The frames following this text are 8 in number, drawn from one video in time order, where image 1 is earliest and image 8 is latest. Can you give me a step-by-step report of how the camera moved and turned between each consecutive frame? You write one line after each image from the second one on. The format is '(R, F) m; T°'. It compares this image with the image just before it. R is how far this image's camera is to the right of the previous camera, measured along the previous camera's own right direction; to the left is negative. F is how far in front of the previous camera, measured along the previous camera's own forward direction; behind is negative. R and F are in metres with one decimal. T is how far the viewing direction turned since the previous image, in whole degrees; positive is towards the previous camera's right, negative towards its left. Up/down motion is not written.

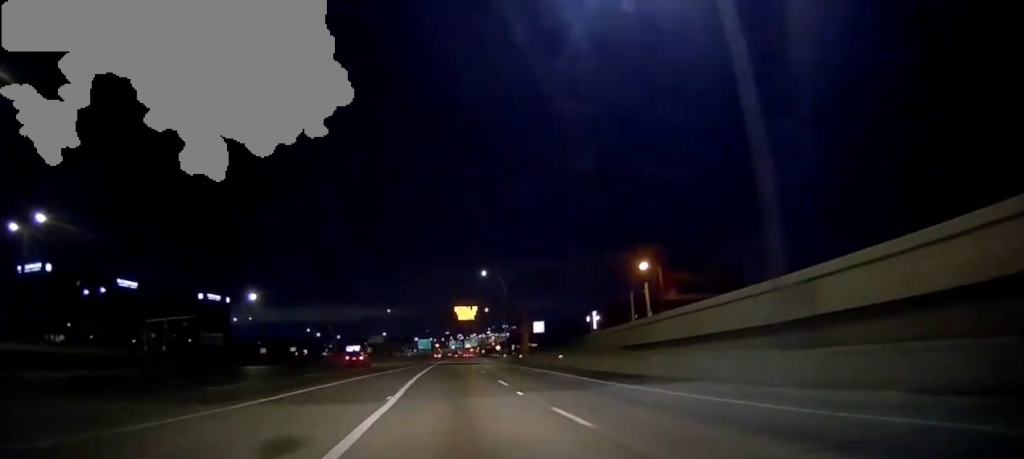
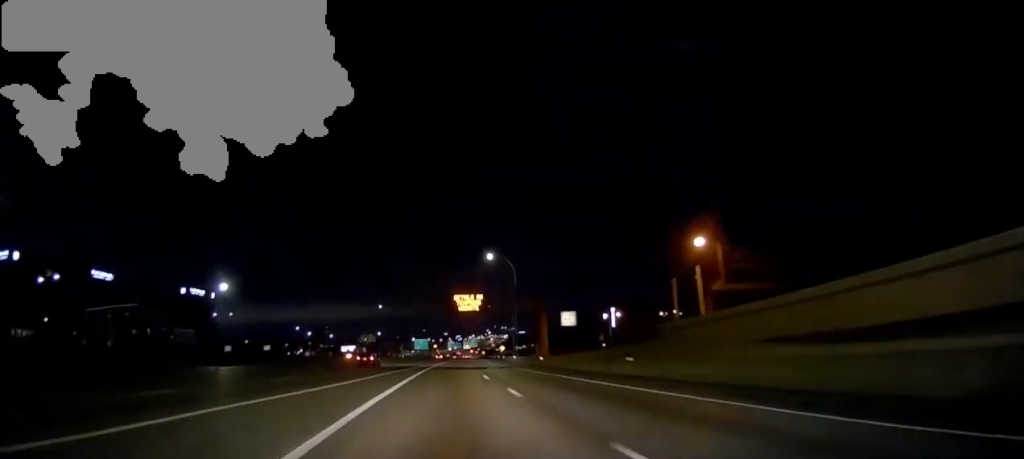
(+0.3, +17.5) m; +1°
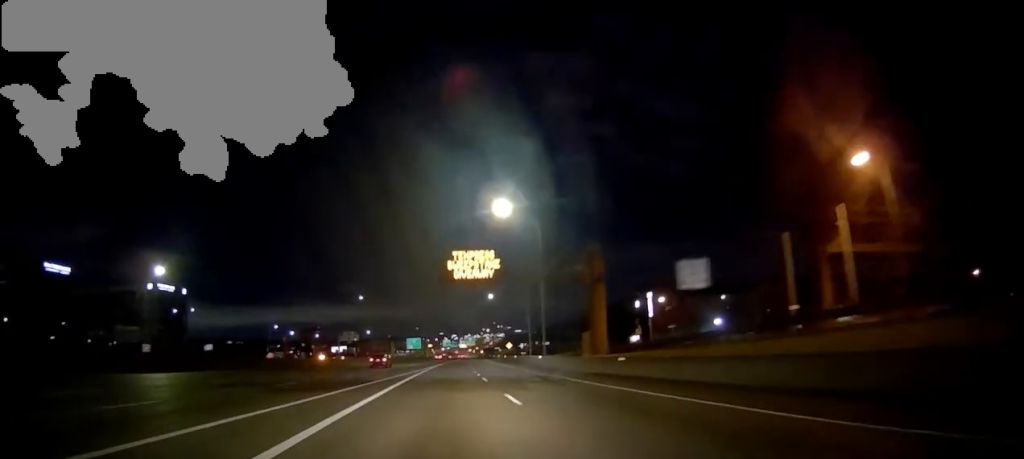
(+0.1, +26.6) m; -1°
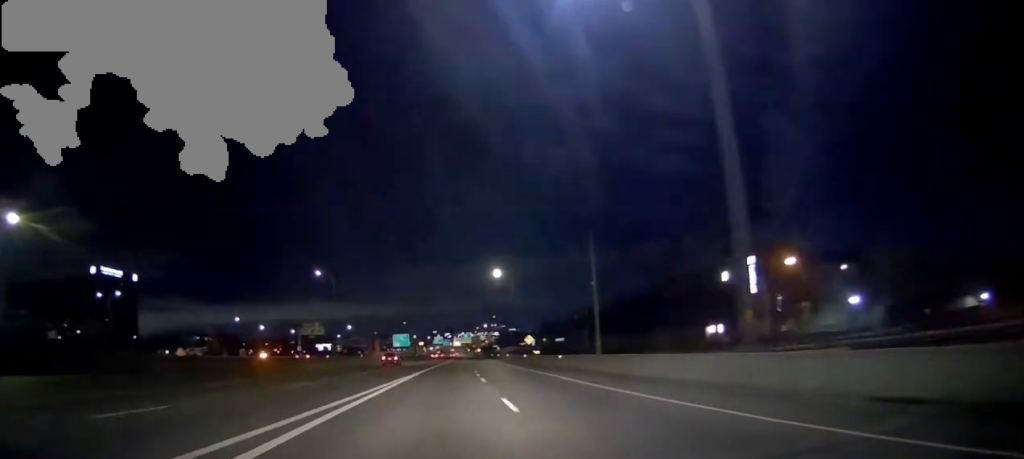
(-0.8, +37.7) m; 0°
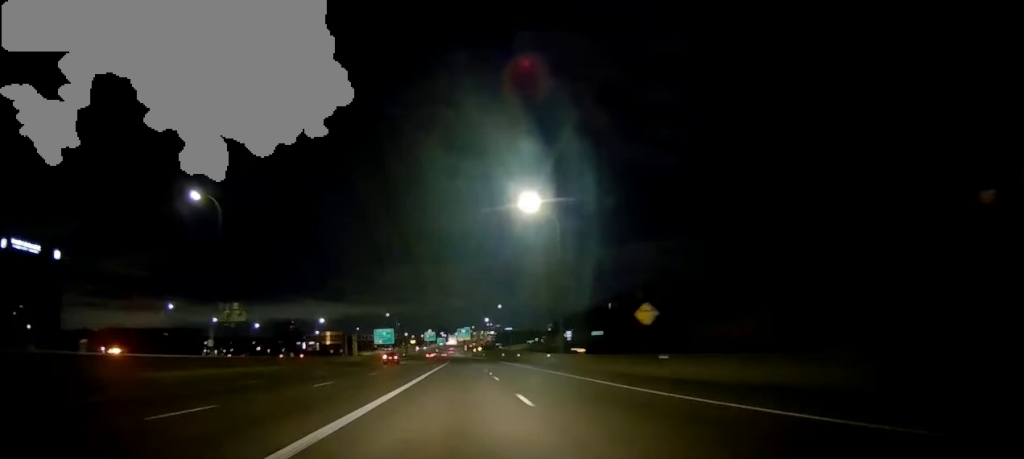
(+1.1, +47.7) m; +2°
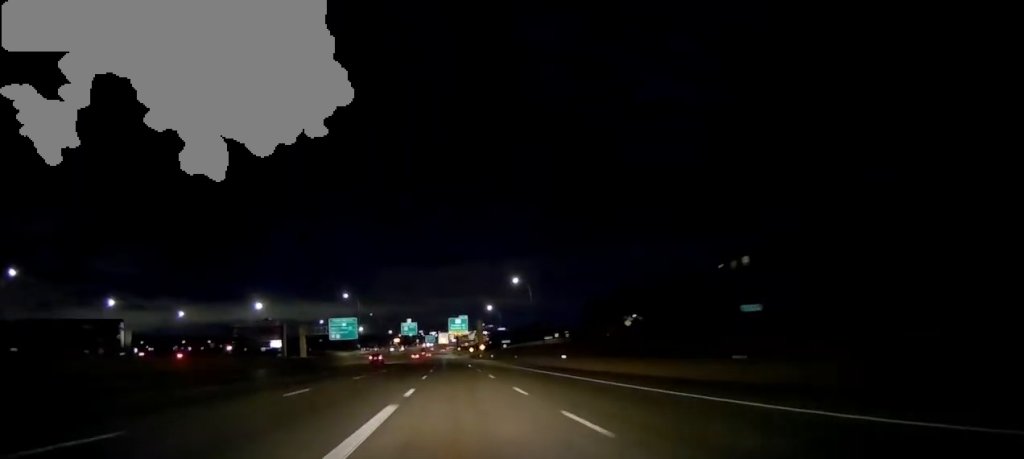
(+1.3, +66.7) m; +1°
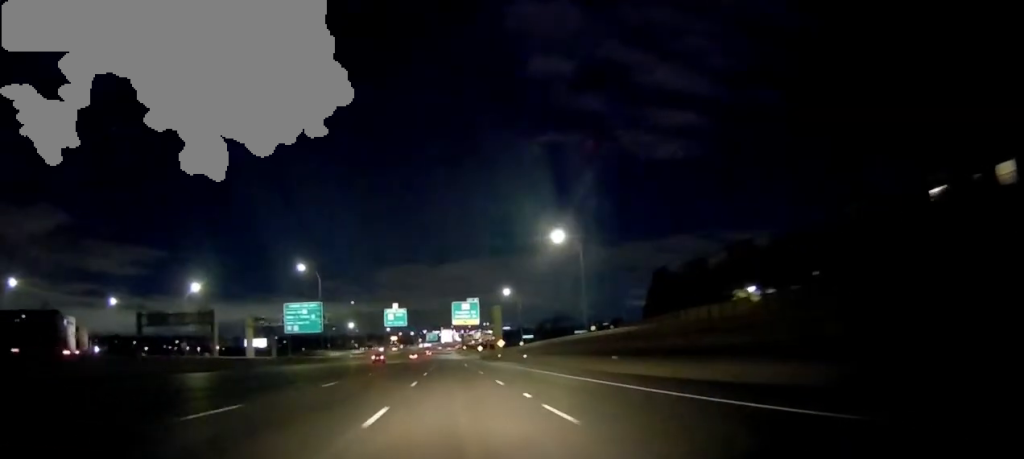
(-0.9, +43.4) m; -1°
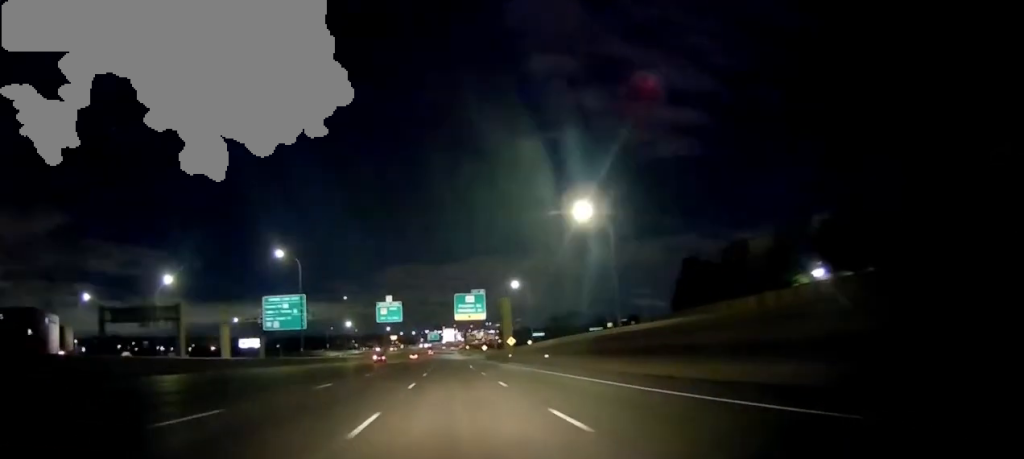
(0.0, +13.3) m; 0°
